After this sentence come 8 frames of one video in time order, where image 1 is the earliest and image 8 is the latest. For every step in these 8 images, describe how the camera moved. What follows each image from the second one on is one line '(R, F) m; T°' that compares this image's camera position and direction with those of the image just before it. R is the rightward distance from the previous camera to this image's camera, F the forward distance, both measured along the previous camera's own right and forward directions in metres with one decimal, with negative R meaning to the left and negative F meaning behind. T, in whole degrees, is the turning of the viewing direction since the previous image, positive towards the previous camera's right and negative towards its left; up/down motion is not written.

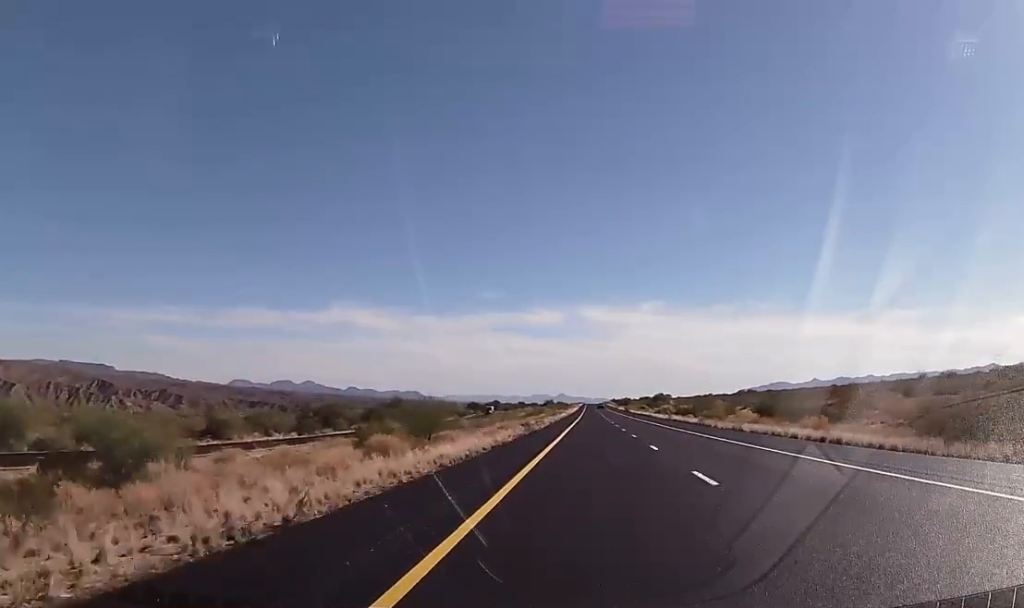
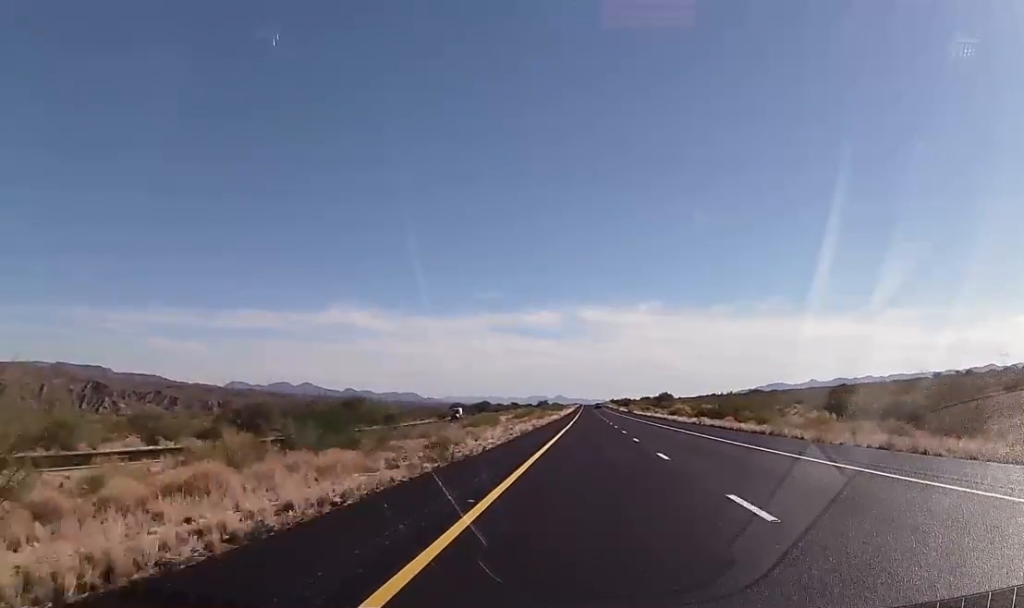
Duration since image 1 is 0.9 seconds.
(0.0, +35.0) m; 0°
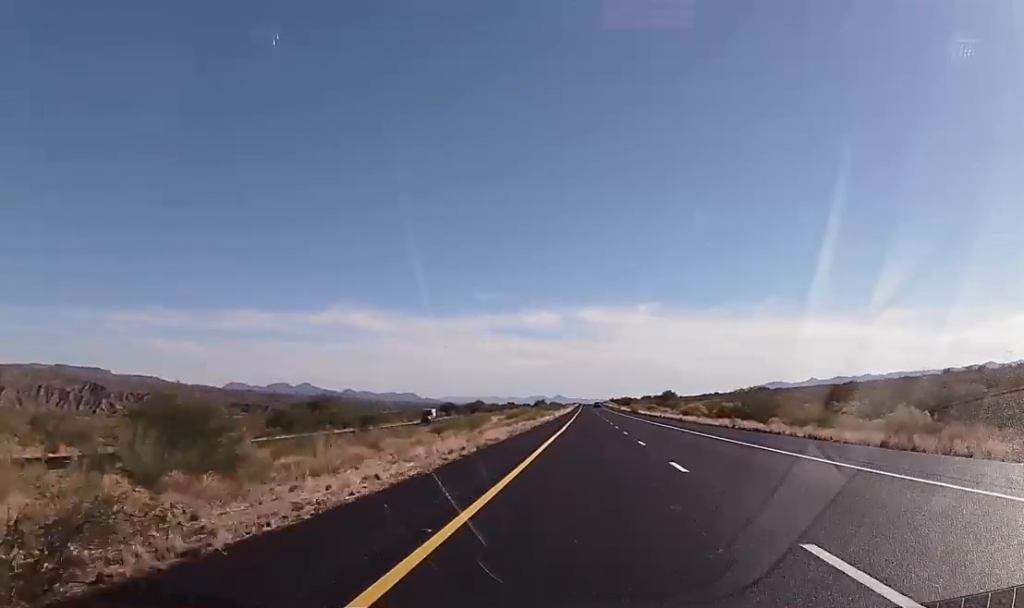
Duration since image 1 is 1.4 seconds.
(0.0, +19.2) m; 0°
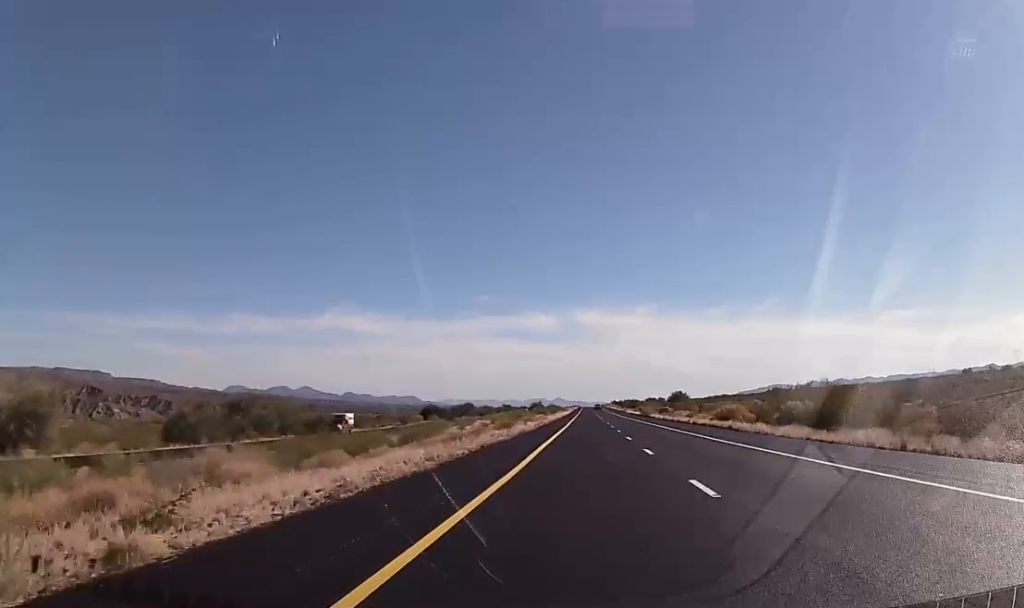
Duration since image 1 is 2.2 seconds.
(0.0, +30.6) m; 0°
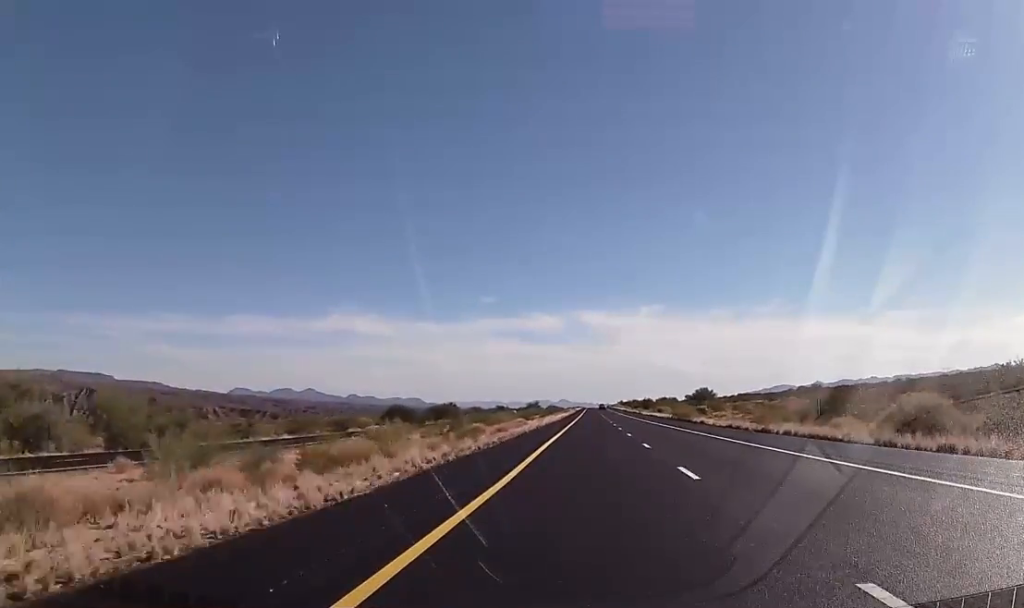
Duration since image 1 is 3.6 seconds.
(-0.1, +48.4) m; 0°
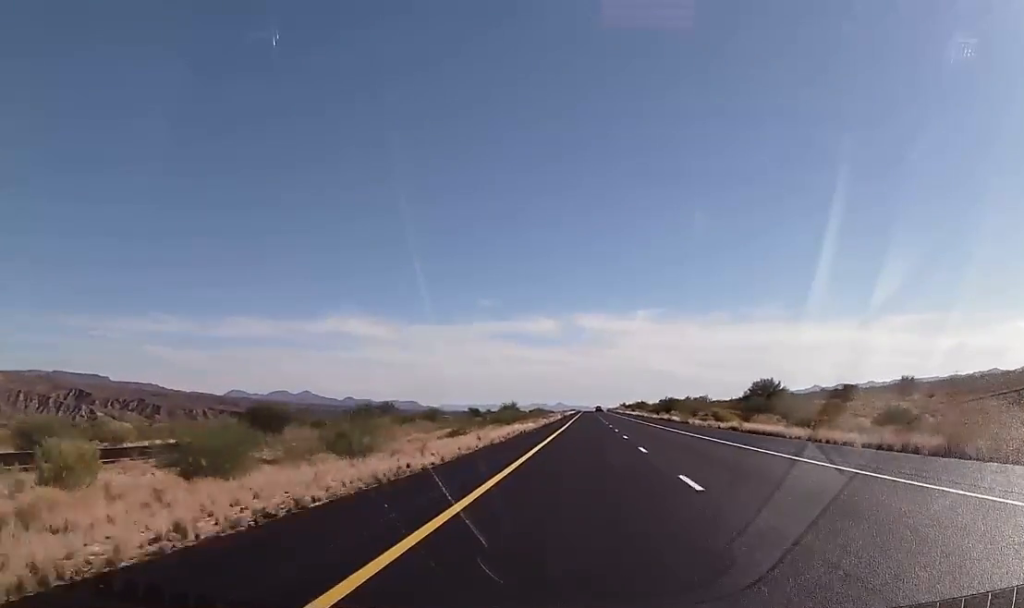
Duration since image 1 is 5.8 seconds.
(+0.3, +76.2) m; 0°
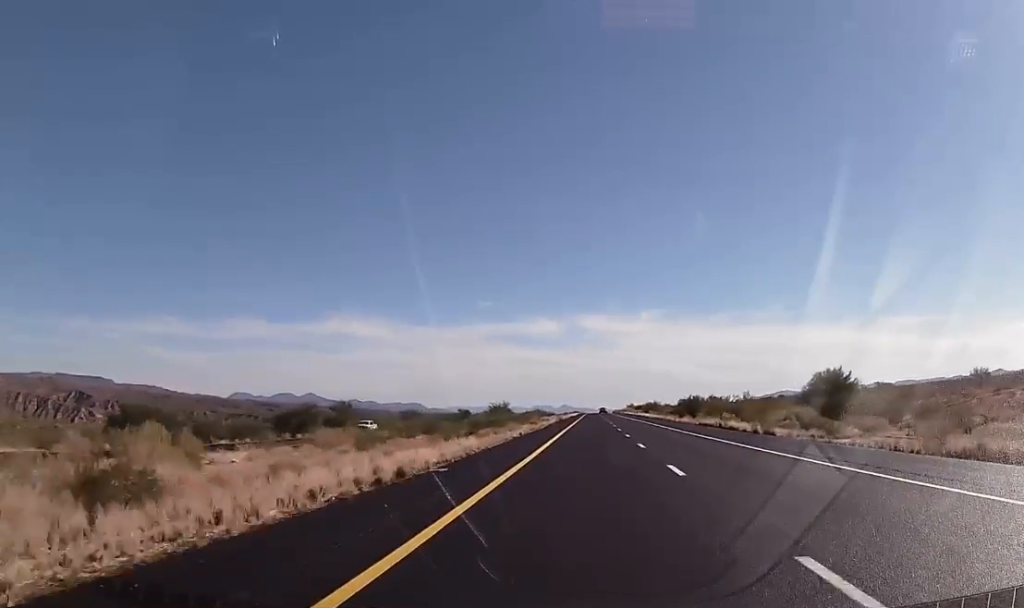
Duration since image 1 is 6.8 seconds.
(0.0, +33.5) m; 0°
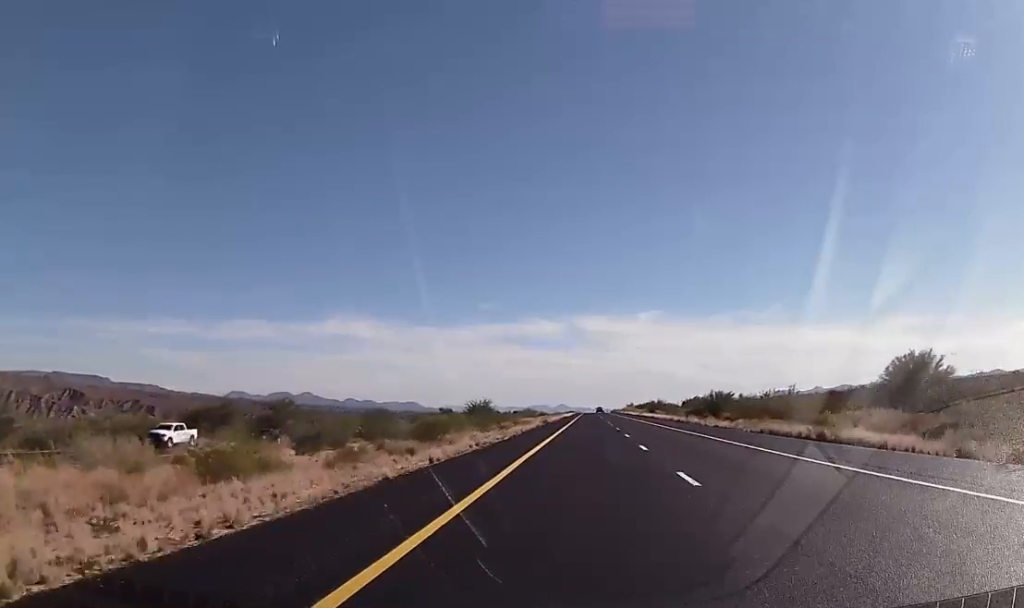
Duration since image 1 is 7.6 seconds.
(0.0, +26.7) m; 0°
